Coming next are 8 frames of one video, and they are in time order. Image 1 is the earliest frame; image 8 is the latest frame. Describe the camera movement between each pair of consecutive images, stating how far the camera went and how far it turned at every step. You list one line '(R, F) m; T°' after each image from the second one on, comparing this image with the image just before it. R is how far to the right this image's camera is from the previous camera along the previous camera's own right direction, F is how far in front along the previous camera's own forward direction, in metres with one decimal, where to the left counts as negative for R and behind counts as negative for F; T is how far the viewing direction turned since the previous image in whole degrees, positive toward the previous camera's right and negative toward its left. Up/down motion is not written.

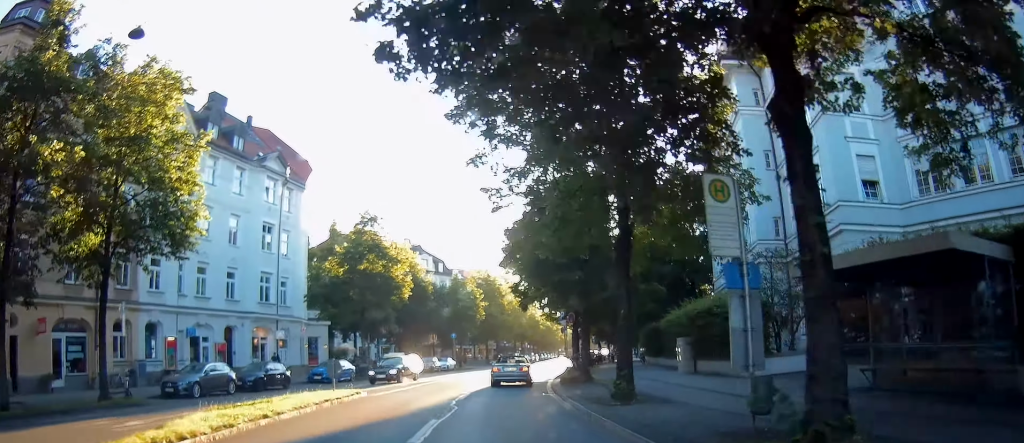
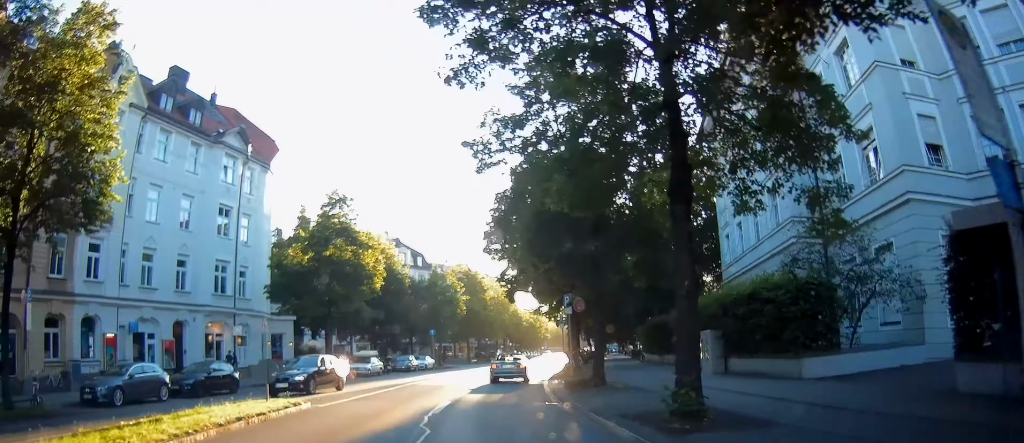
(+0.2, +4.9) m; +2°
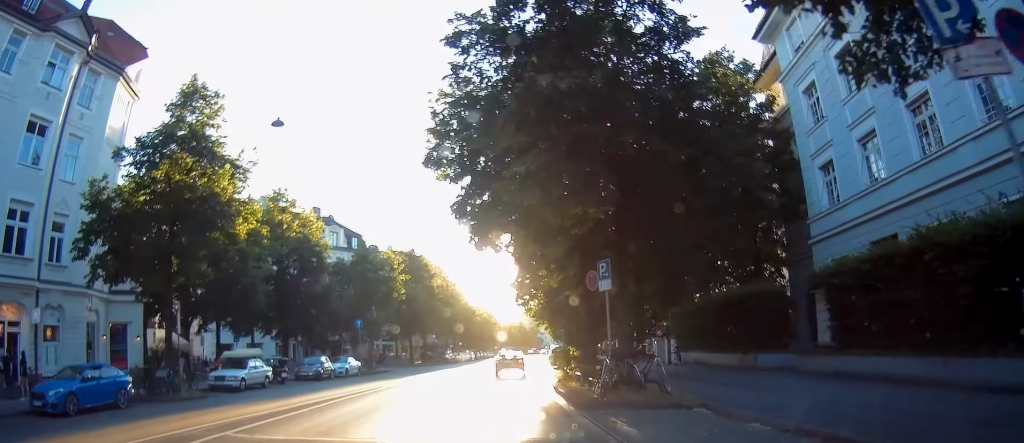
(+0.4, +16.7) m; +2°
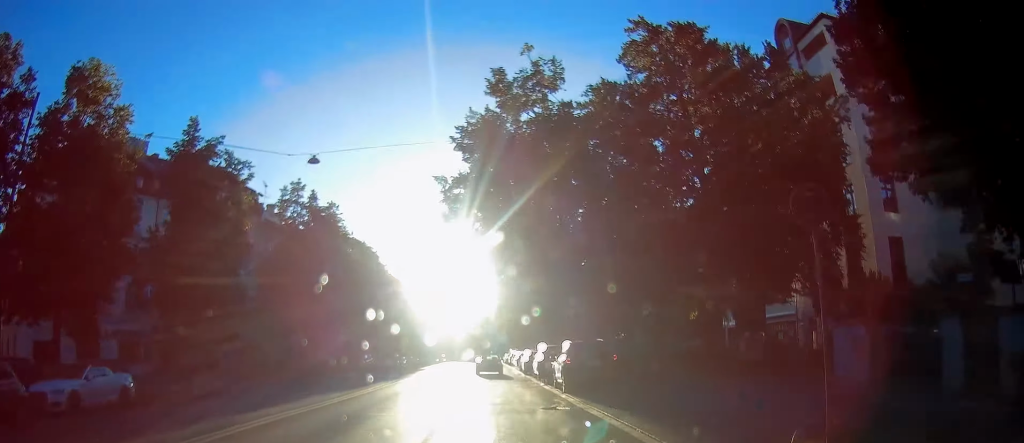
(+2.3, +25.9) m; +10°
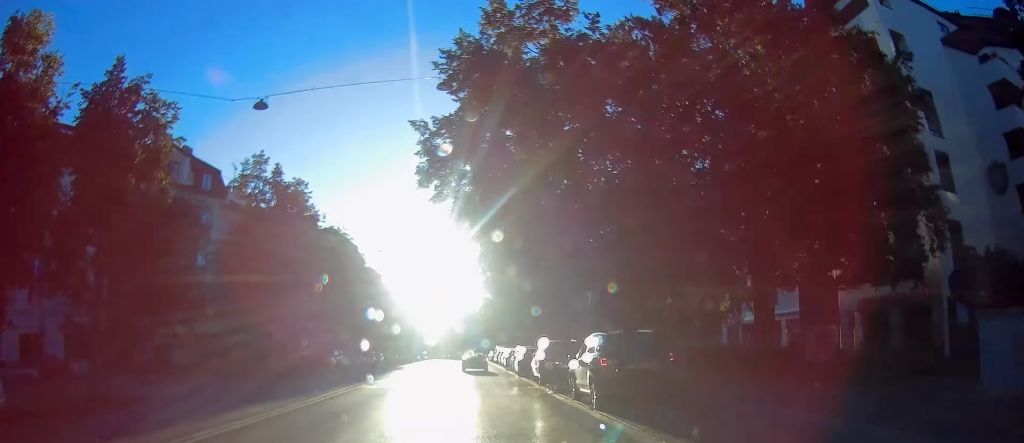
(+0.1, +7.0) m; +1°
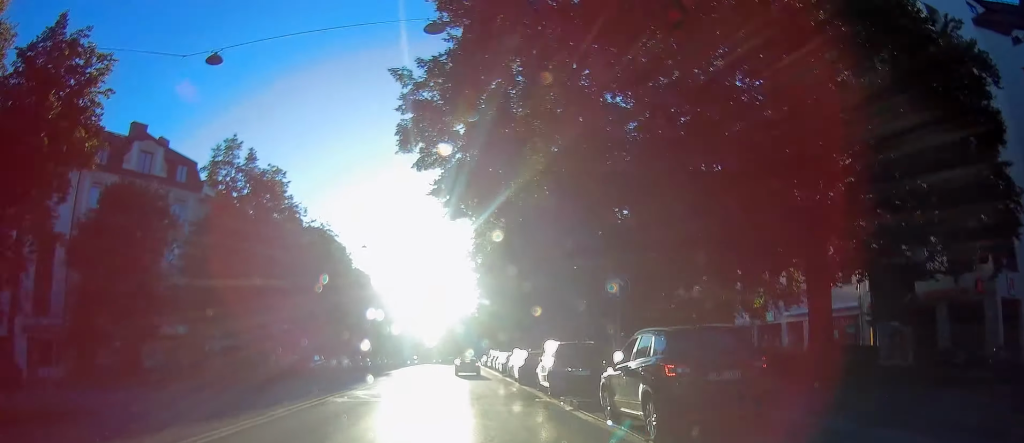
(0.0, +4.7) m; 0°
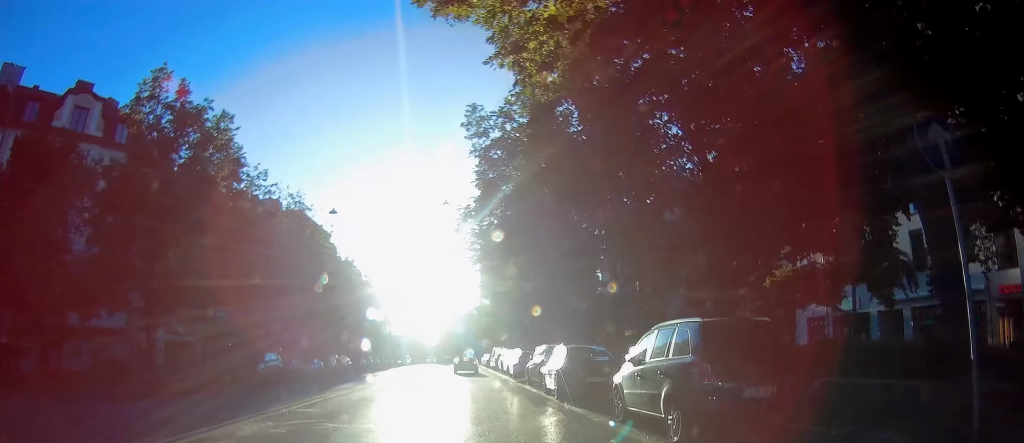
(0.0, +12.0) m; 0°
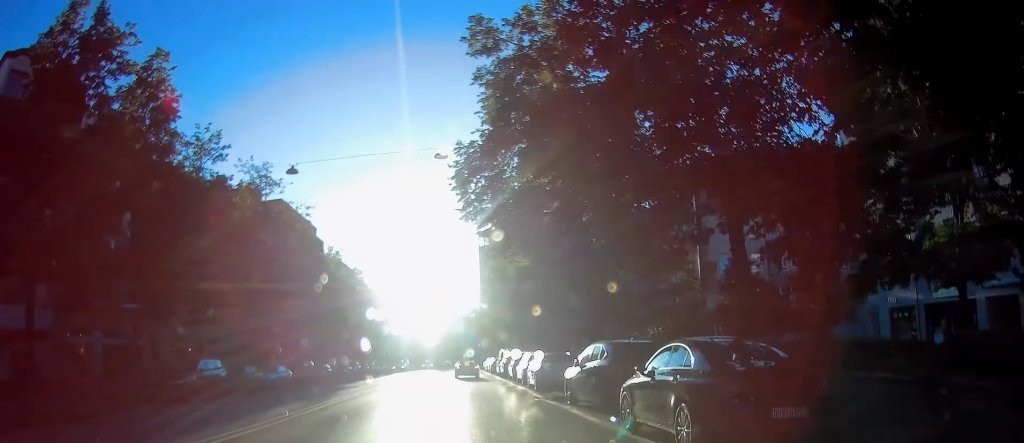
(0.0, +9.5) m; 0°
